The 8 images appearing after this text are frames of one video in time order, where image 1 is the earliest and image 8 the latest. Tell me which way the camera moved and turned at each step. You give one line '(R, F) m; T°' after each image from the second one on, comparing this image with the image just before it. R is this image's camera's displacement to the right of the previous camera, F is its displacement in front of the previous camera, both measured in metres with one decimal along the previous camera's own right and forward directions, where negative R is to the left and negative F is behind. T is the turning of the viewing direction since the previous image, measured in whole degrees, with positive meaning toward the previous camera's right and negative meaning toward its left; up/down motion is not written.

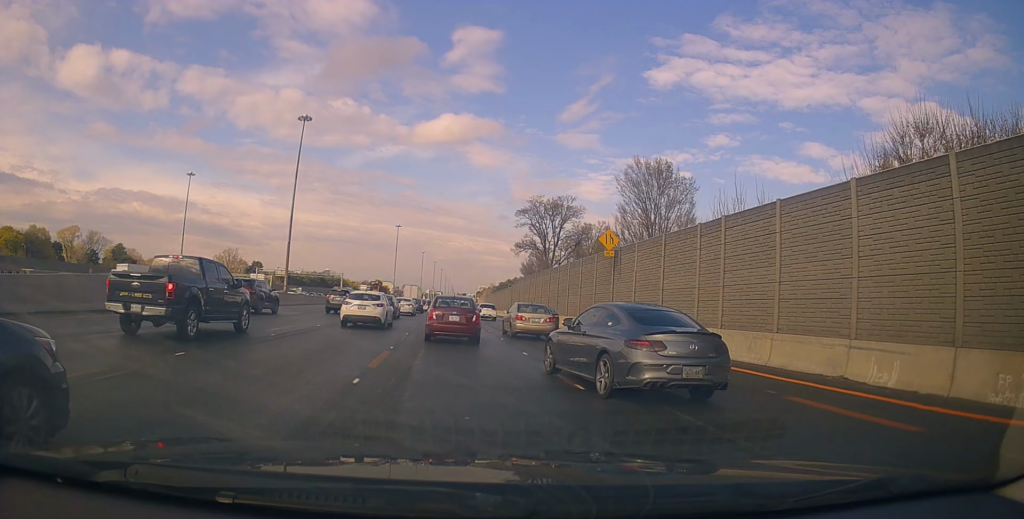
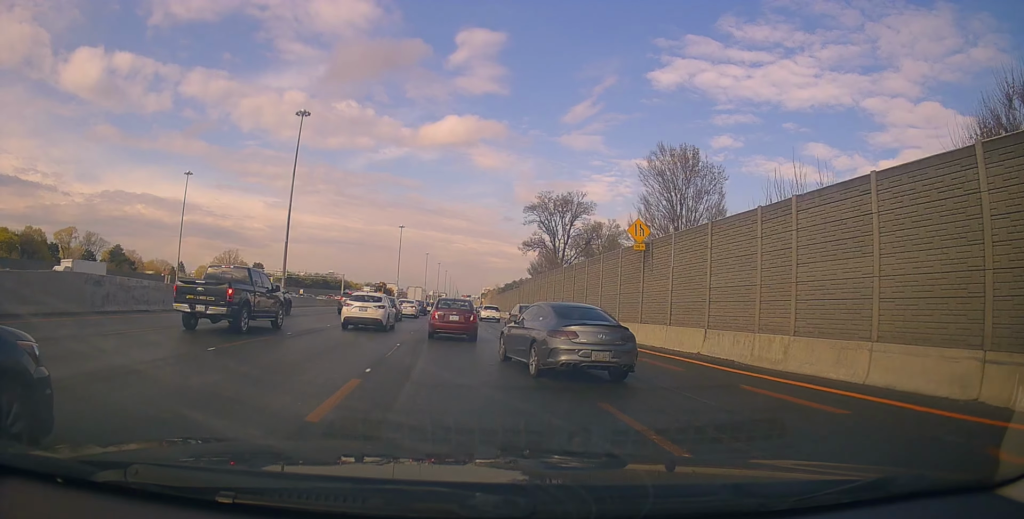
(+0.2, +4.9) m; -1°
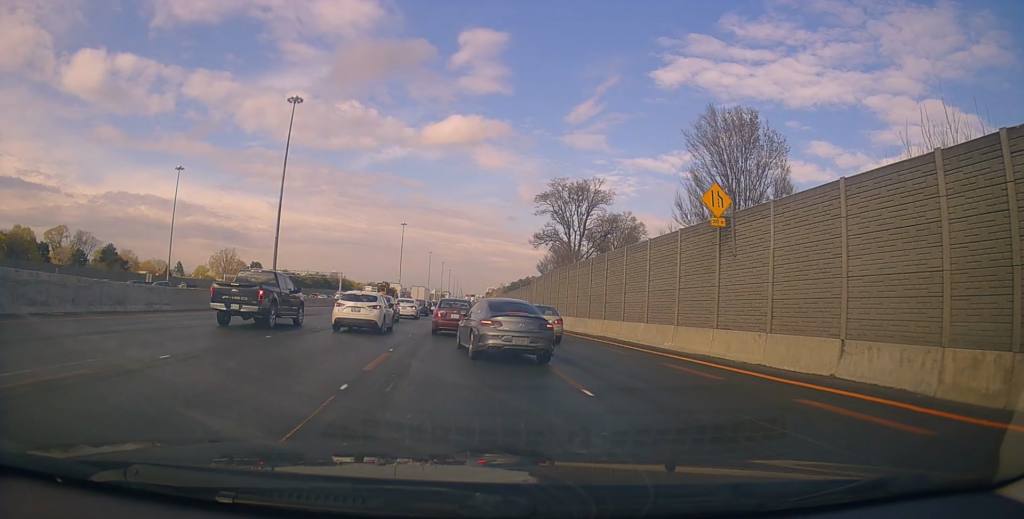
(-0.3, +8.1) m; 0°
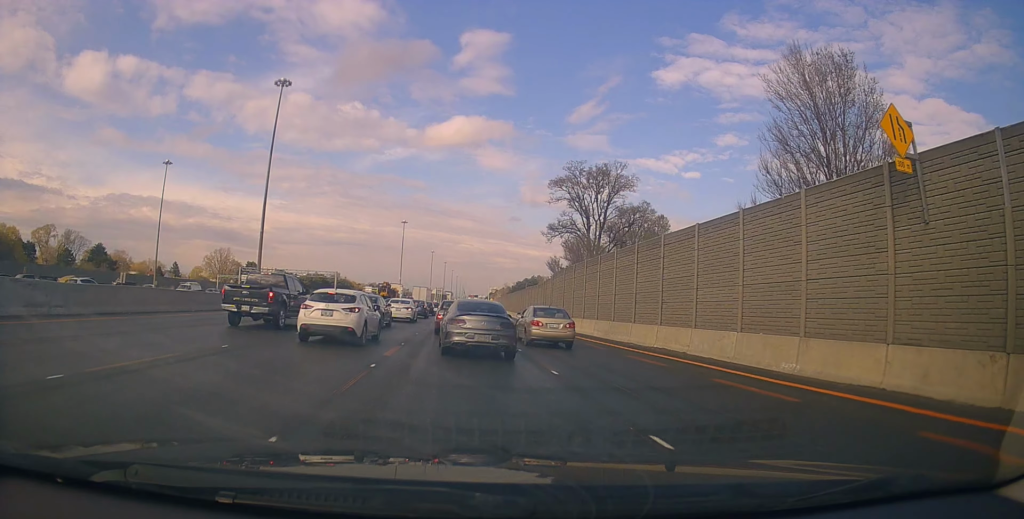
(+0.8, +9.4) m; +5°
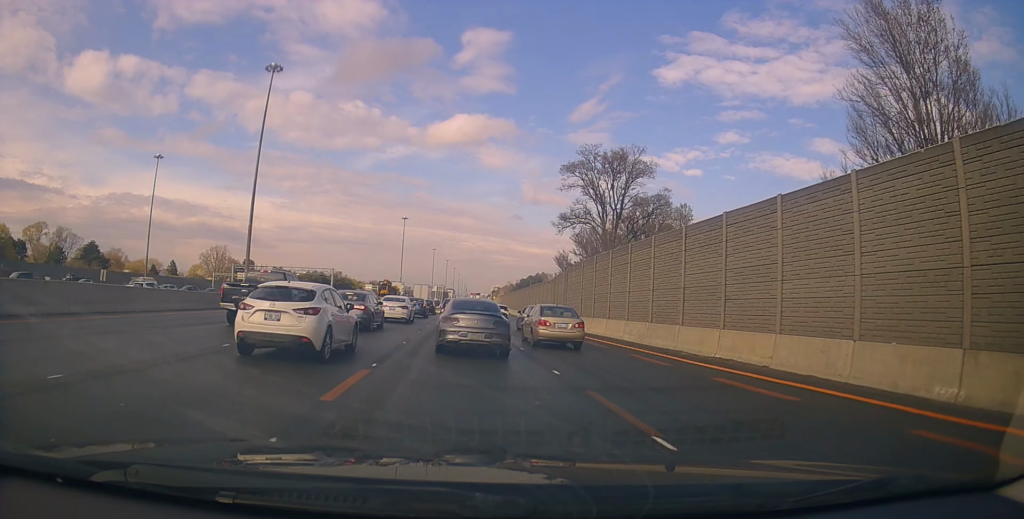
(-0.1, +6.0) m; -4°
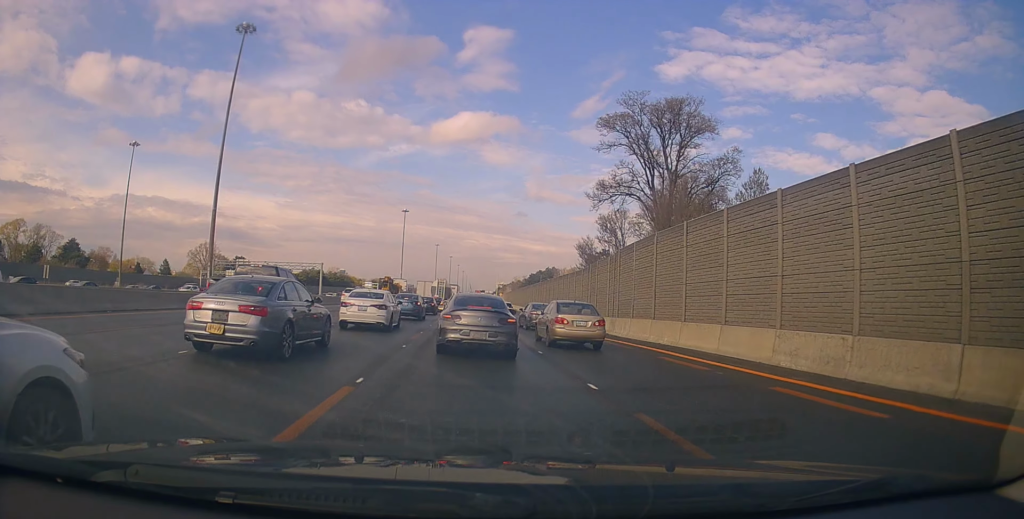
(-0.9, +14.7) m; -1°
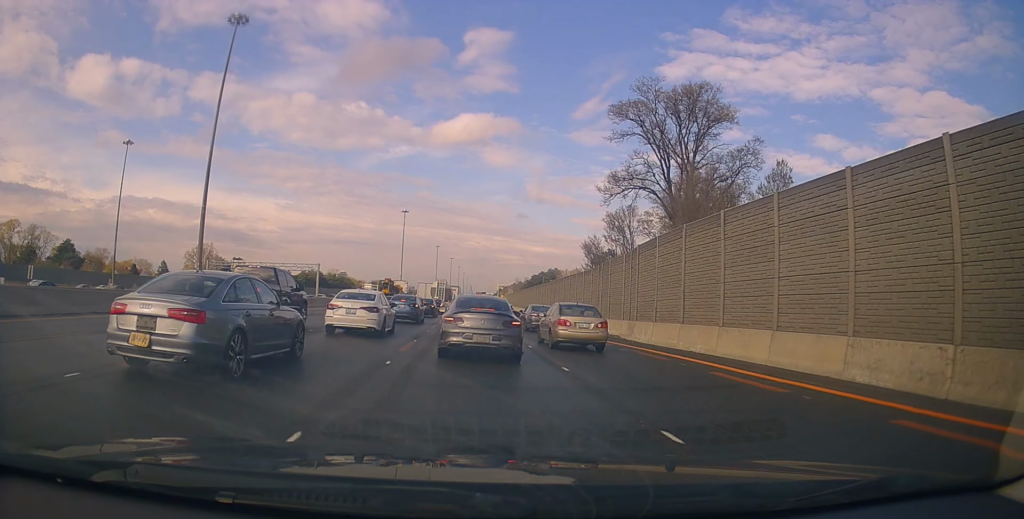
(+0.1, +3.3) m; 0°
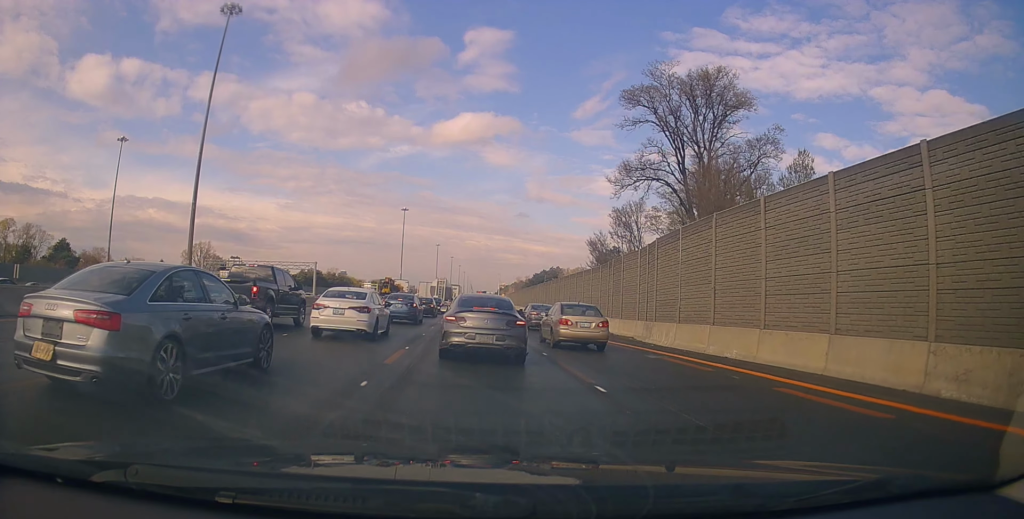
(+0.3, +2.8) m; -2°
